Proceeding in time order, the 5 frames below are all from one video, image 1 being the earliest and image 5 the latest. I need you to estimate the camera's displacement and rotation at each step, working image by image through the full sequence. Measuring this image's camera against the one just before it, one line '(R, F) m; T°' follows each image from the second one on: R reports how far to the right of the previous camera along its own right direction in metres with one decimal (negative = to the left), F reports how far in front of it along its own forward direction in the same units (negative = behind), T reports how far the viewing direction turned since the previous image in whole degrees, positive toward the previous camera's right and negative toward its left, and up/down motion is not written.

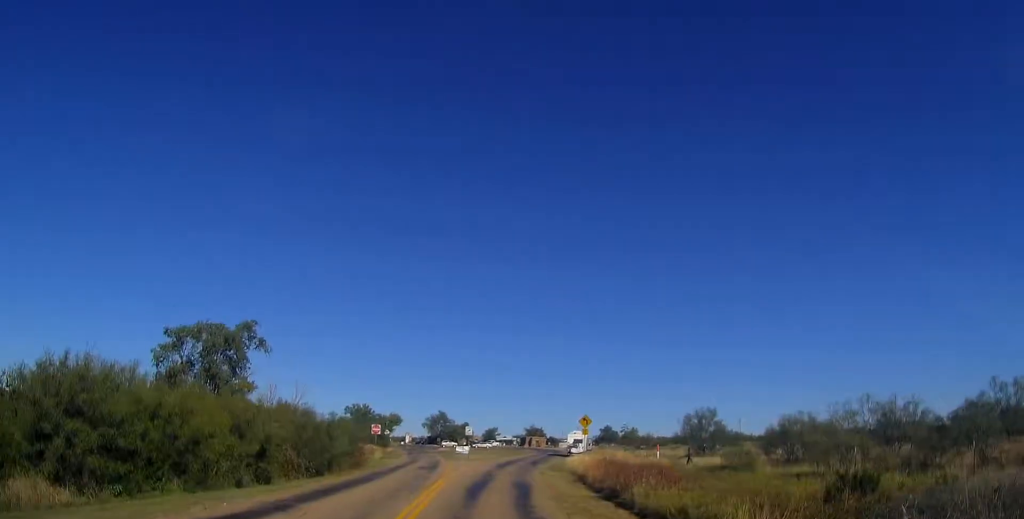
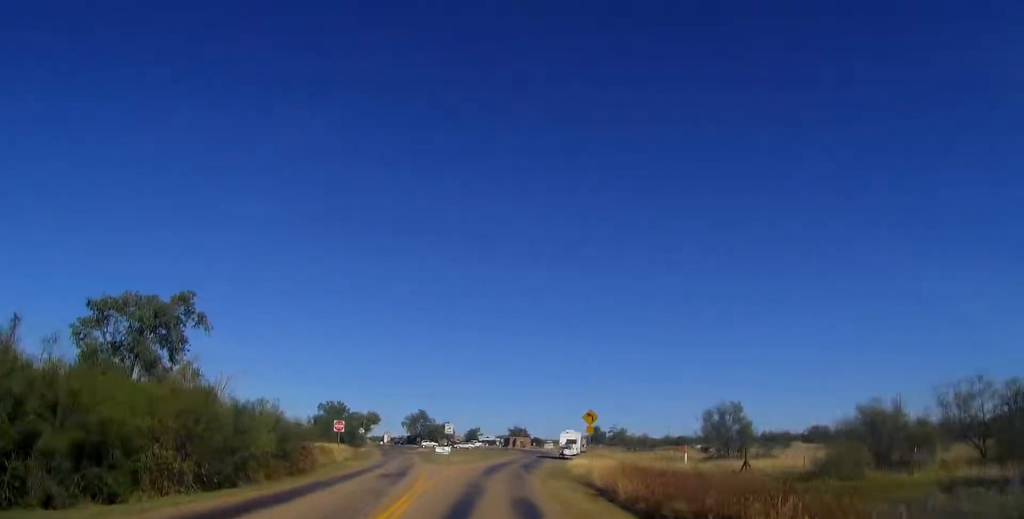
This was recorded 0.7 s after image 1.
(+0.5, +8.5) m; +2°
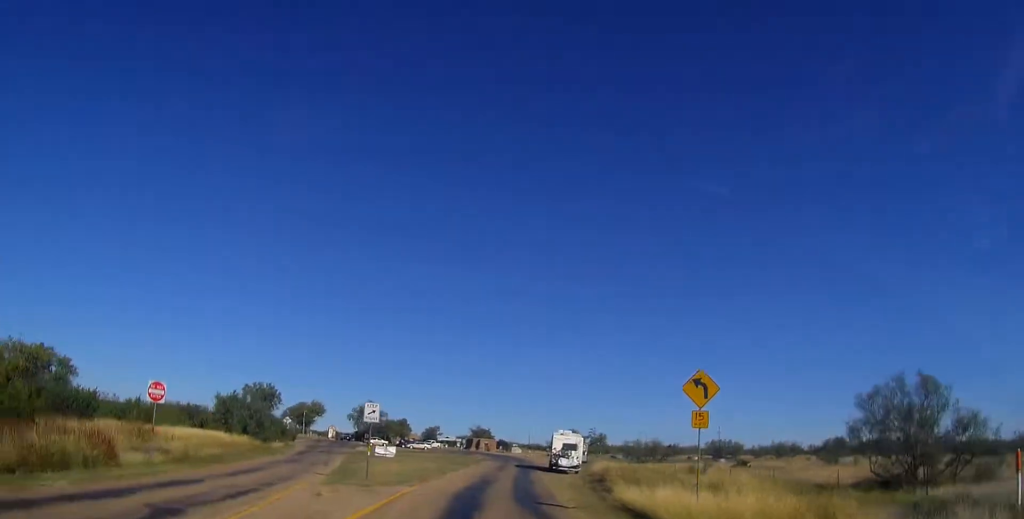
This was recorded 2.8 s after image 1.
(+1.3, +23.7) m; +3°
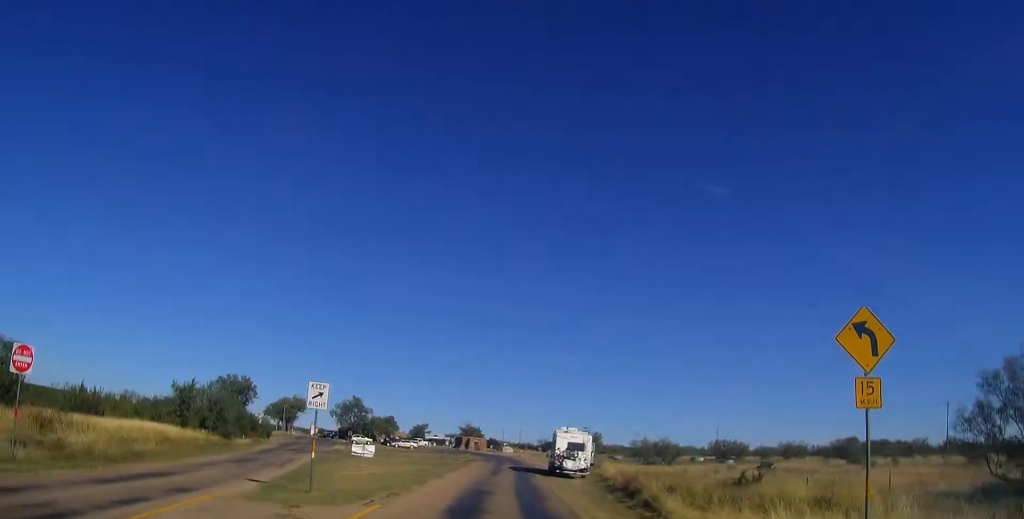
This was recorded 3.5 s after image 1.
(-0.5, +7.6) m; 0°
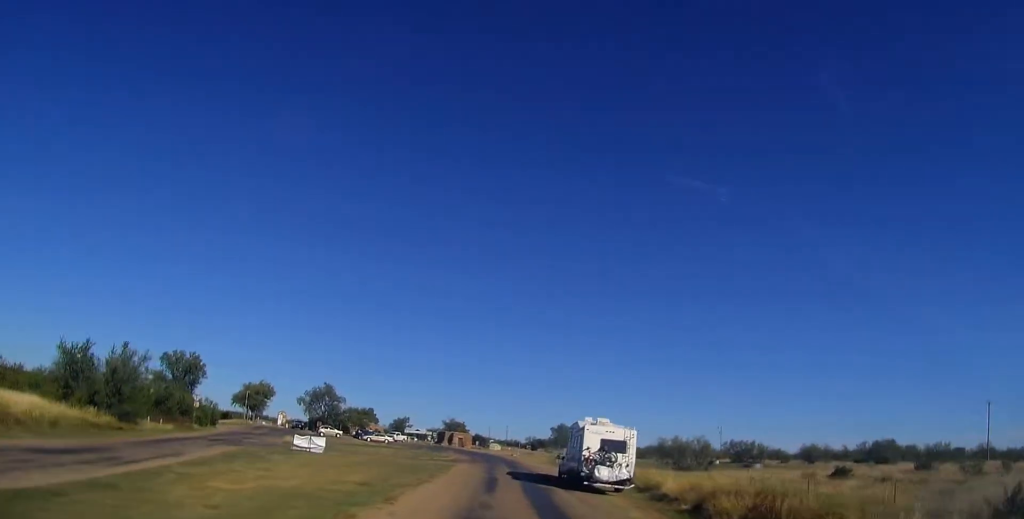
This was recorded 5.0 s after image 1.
(+0.5, +14.9) m; +4°
